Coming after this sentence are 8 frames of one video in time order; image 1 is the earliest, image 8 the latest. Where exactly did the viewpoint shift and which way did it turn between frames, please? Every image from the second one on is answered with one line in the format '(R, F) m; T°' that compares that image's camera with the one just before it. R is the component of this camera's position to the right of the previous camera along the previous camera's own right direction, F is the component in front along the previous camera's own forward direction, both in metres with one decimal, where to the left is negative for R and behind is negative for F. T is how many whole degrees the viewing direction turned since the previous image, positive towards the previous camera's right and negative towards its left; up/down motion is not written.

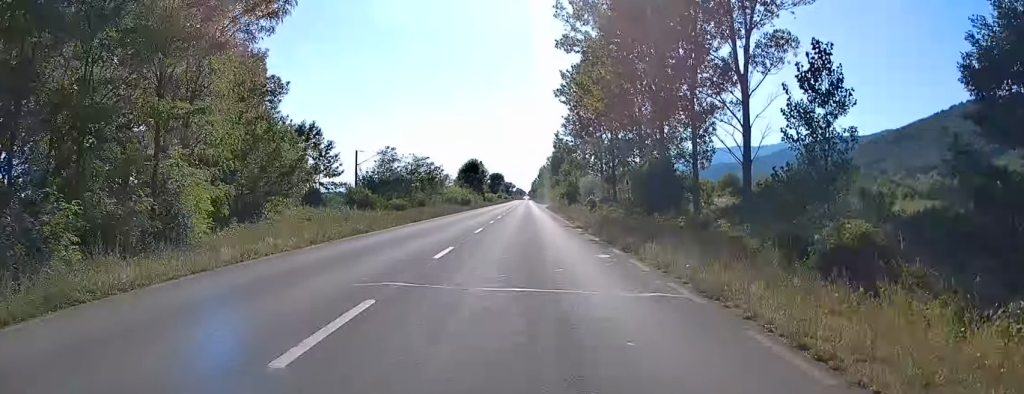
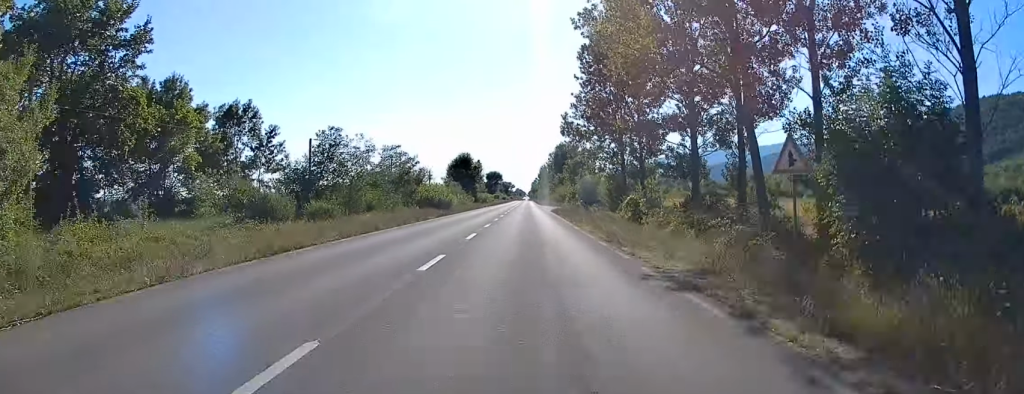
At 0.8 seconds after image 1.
(0.0, +21.4) m; -1°
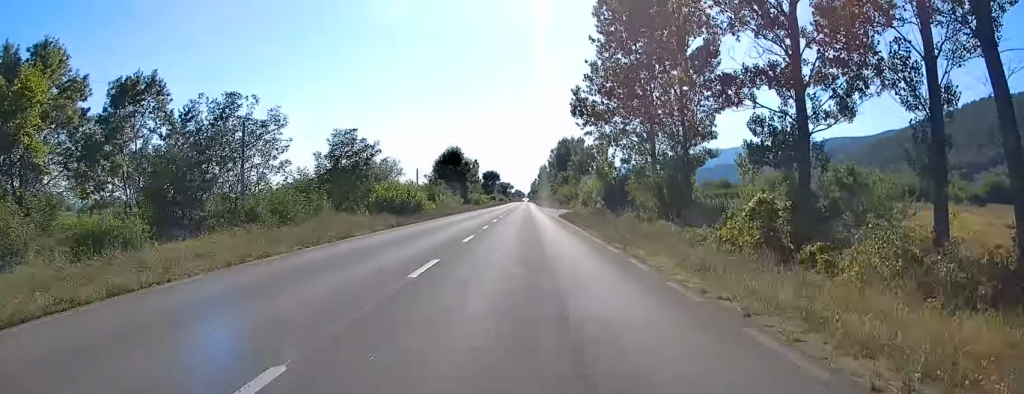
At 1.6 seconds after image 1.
(-0.2, +18.8) m; 0°
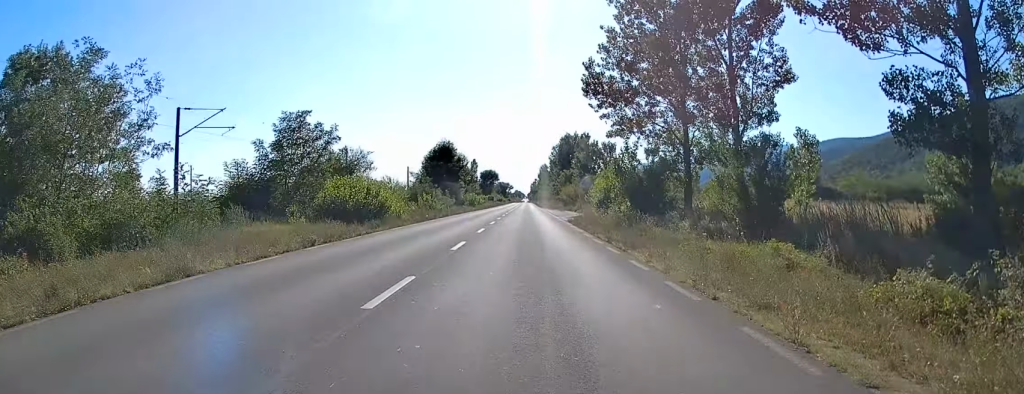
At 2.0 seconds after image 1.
(-0.3, +12.0) m; 0°
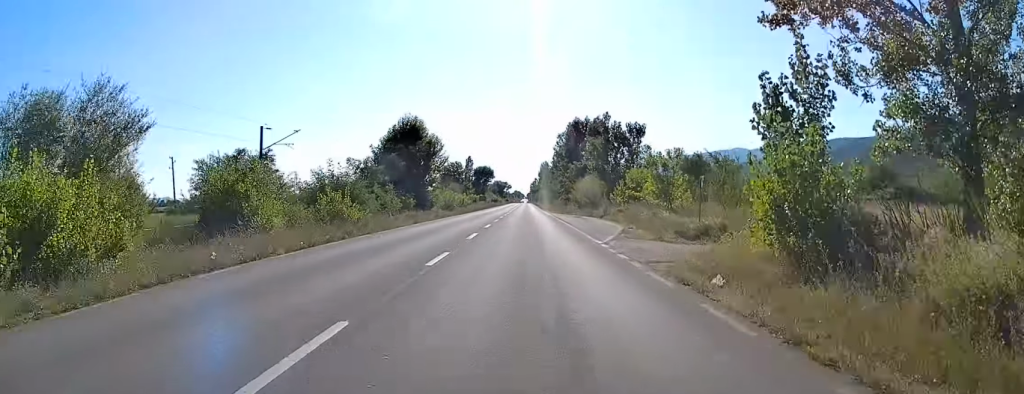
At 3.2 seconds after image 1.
(+0.9, +30.7) m; +1°
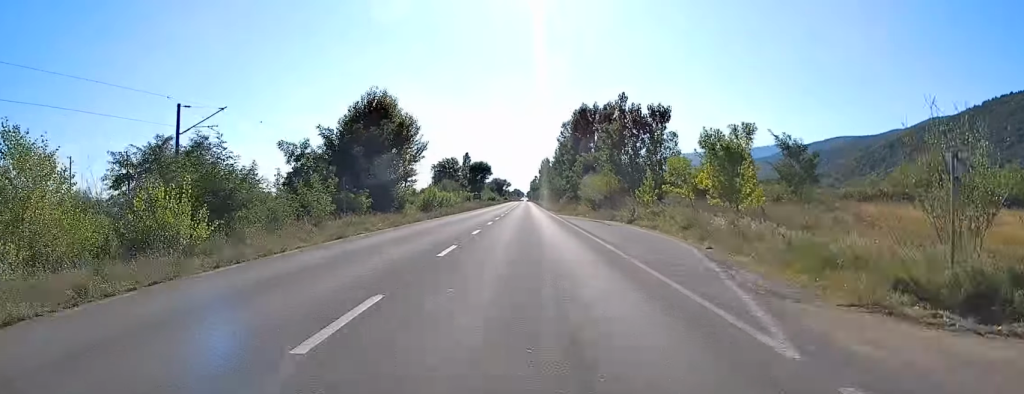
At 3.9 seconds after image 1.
(-0.2, +16.1) m; -1°
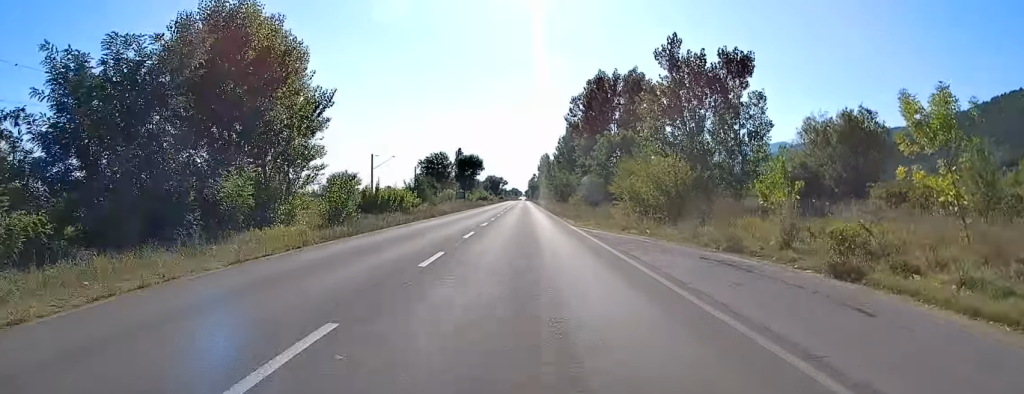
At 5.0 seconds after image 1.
(-0.2, +28.8) m; 0°
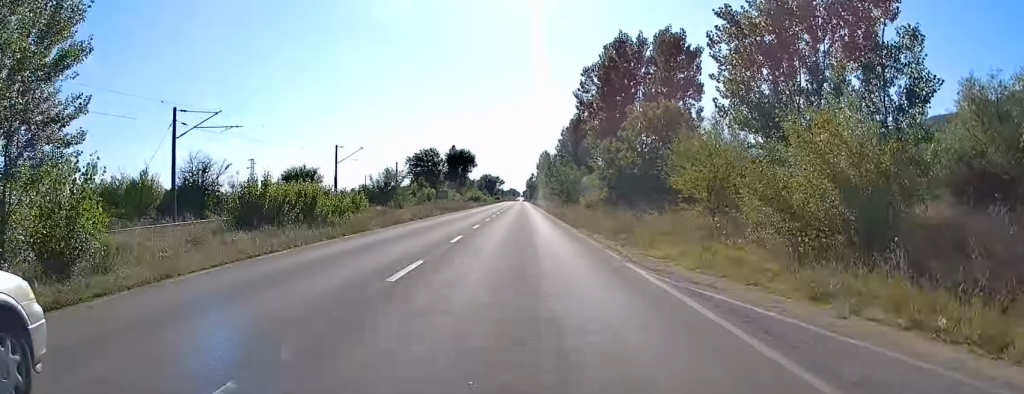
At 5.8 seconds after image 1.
(0.0, +20.3) m; 0°
